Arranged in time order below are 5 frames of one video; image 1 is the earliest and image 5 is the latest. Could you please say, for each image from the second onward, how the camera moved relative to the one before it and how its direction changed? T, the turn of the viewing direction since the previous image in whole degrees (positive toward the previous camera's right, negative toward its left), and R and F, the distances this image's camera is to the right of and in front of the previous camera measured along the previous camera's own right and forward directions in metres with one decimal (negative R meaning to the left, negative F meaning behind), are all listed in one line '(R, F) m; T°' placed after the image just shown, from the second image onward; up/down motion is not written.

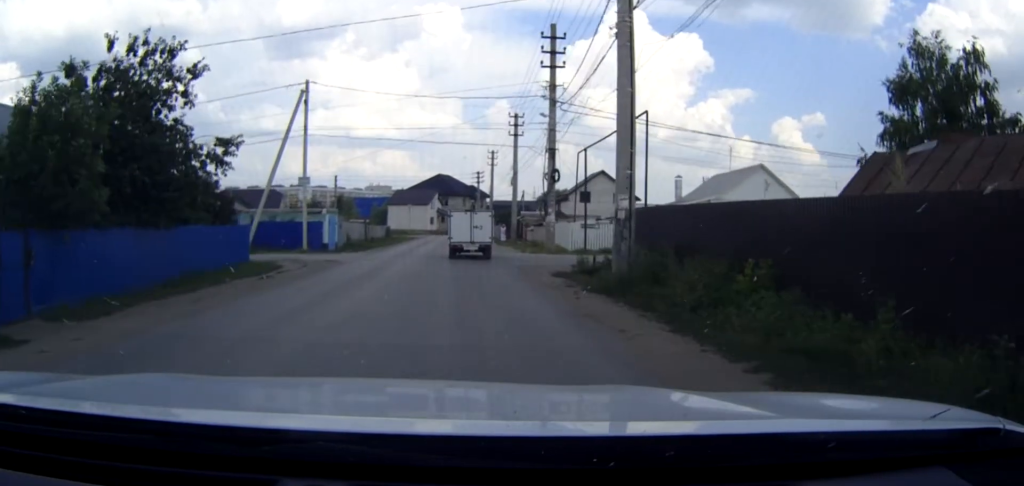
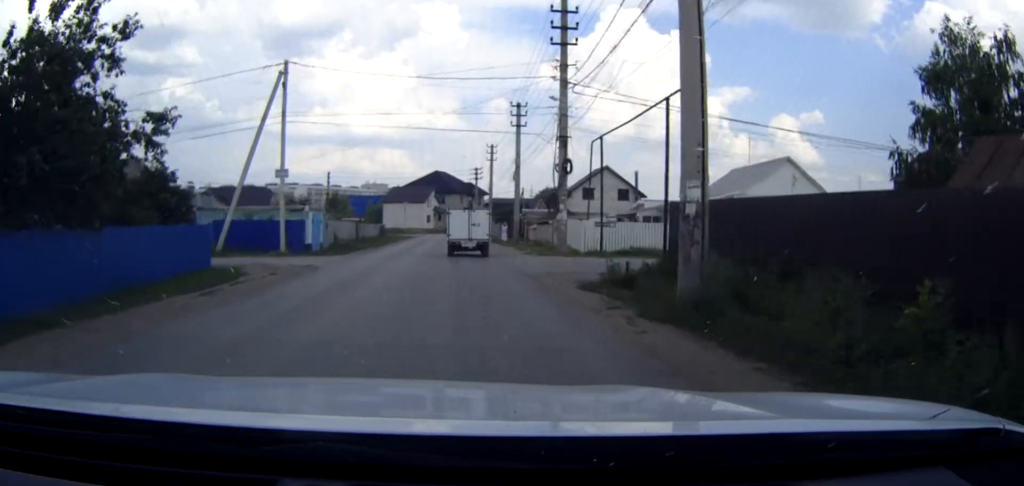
(0.0, +4.4) m; 0°
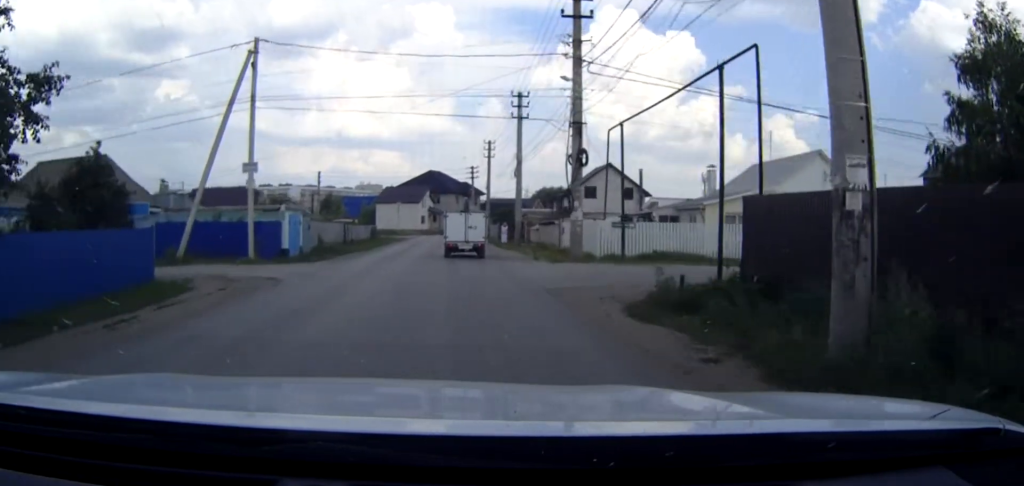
(0.0, +4.4) m; 0°
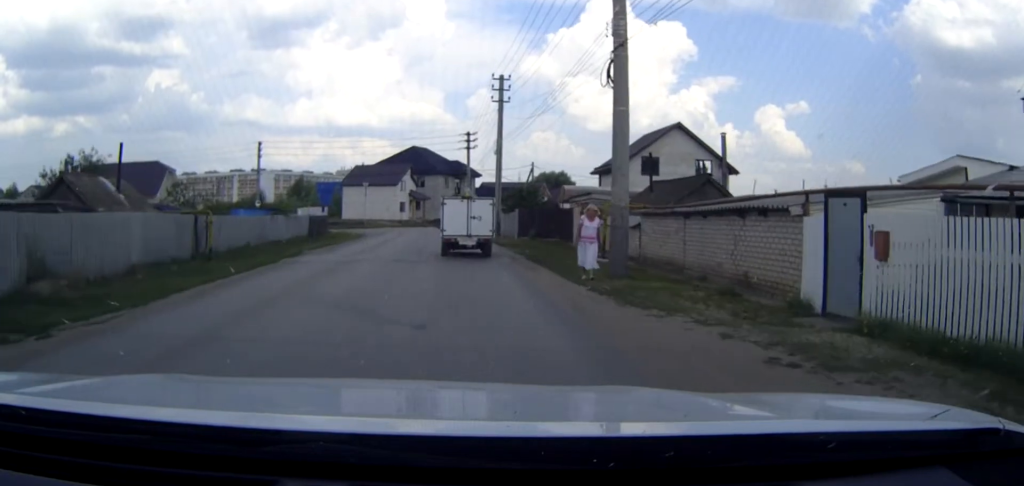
(+0.3, +30.6) m; 0°
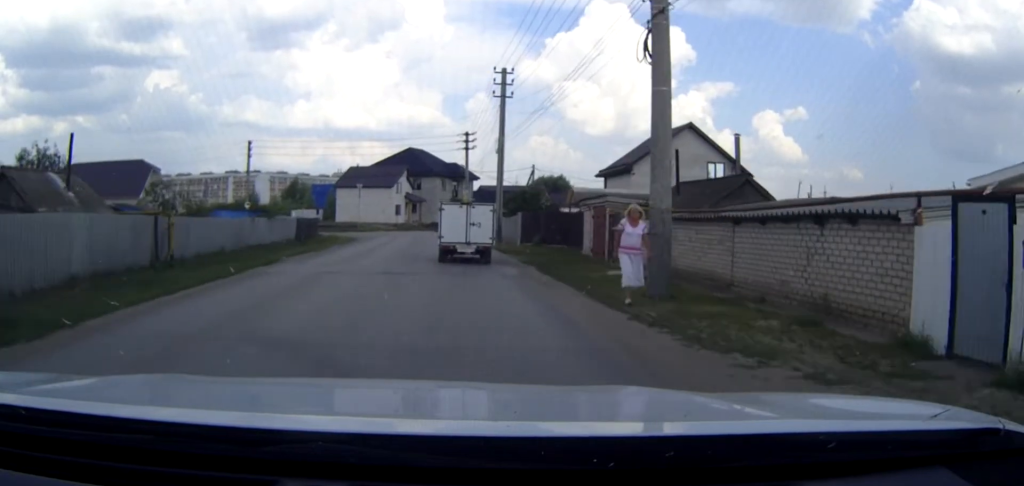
(0.0, +3.6) m; 0°
